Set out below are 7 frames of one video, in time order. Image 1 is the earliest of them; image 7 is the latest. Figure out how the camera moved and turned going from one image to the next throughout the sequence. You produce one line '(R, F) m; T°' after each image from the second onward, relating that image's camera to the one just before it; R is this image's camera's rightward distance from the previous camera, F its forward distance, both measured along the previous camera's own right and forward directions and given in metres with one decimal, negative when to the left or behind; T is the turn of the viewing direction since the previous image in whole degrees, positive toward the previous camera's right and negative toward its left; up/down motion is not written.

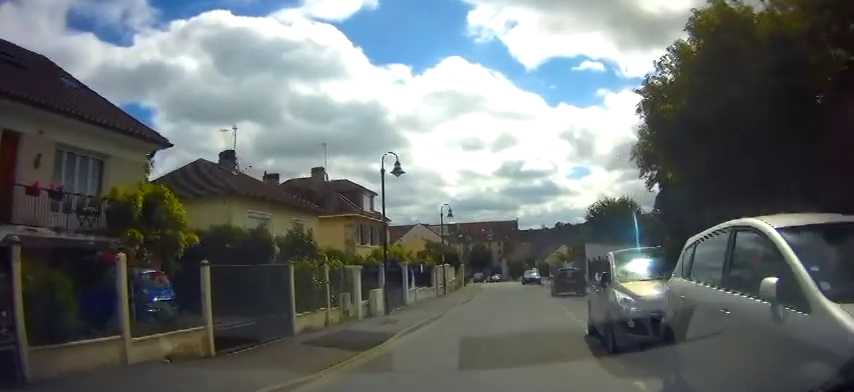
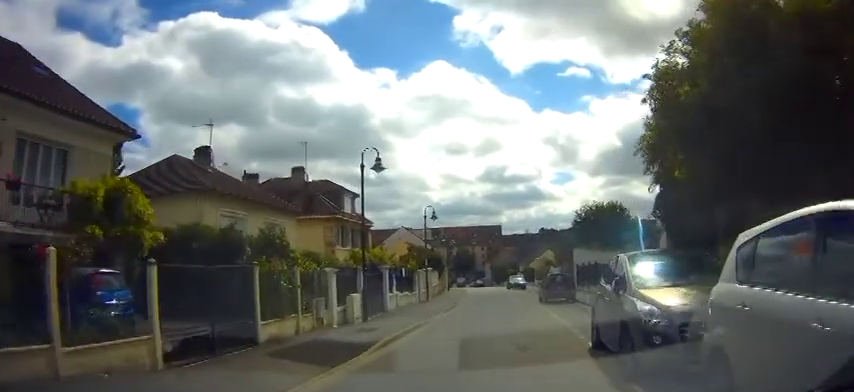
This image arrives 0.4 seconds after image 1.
(0.0, +1.5) m; 0°
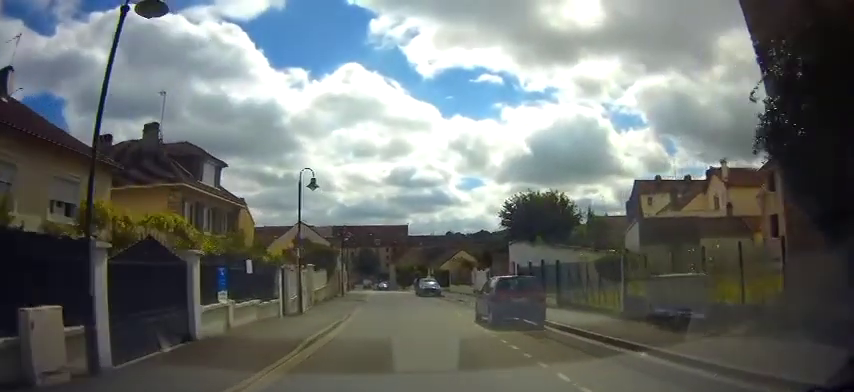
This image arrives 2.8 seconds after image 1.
(+0.8, +10.6) m; +9°
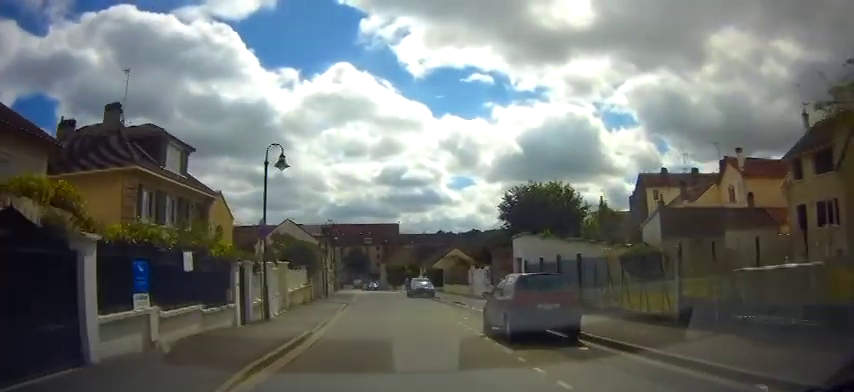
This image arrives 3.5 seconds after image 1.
(0.0, +3.8) m; 0°
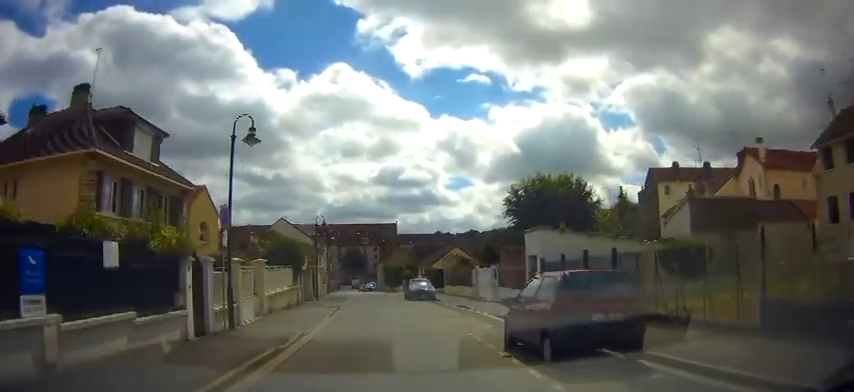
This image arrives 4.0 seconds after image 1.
(0.0, +3.0) m; -1°
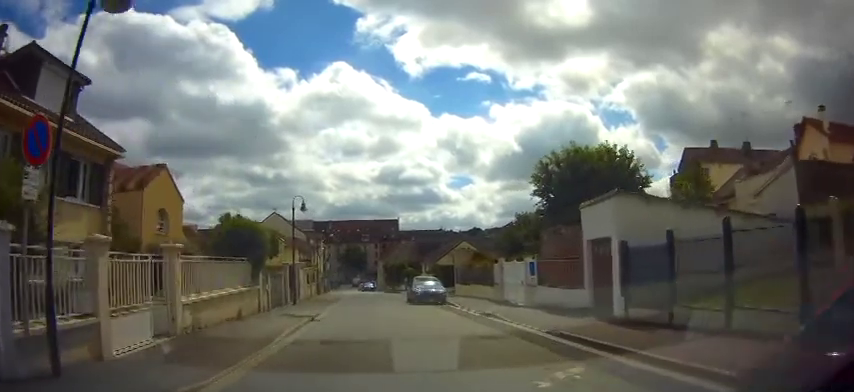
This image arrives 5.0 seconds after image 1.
(-0.1, +6.9) m; -1°
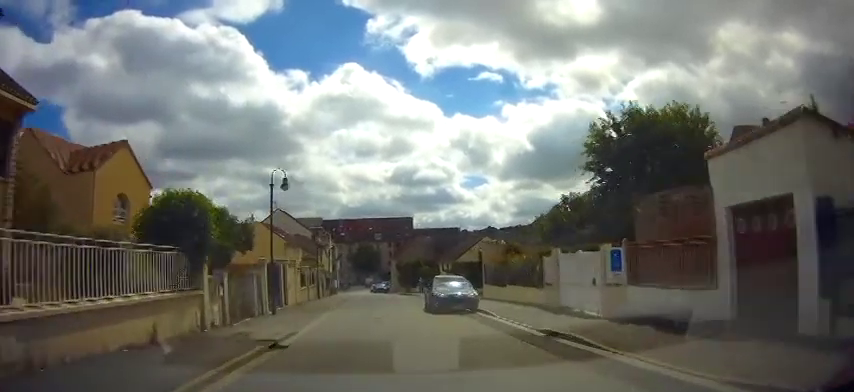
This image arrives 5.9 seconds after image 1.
(0.0, +6.1) m; 0°
